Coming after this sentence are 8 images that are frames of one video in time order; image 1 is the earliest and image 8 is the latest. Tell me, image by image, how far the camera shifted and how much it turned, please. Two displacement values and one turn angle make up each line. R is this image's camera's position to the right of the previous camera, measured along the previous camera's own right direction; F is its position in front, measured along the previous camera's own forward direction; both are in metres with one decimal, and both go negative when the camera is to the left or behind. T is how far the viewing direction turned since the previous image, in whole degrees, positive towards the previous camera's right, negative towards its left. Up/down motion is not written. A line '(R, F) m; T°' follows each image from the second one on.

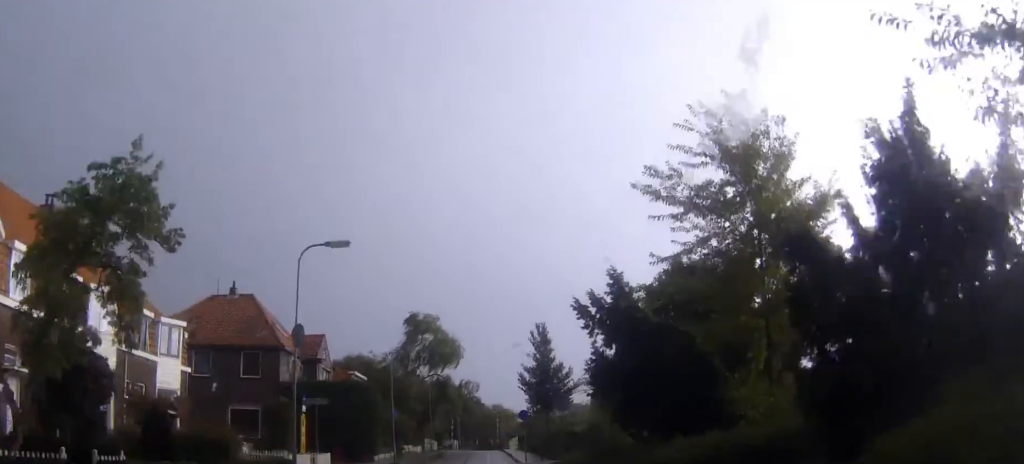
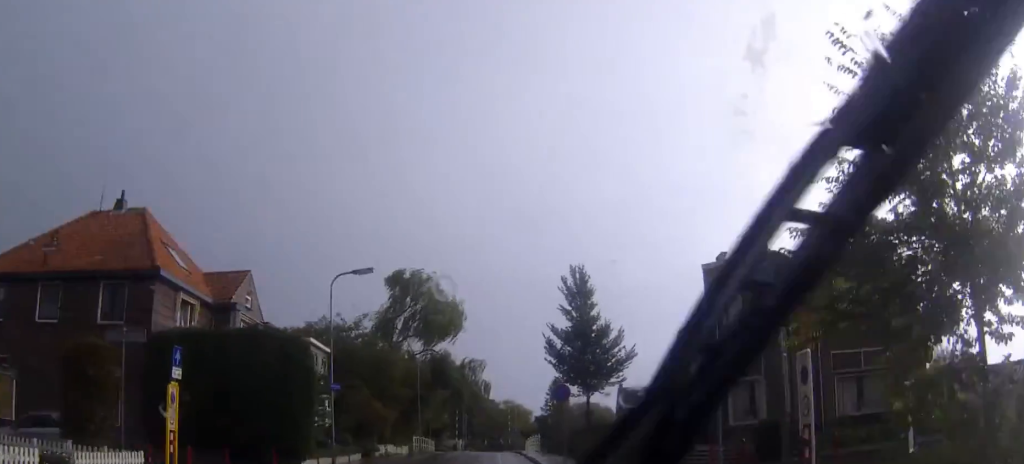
(-0.5, +17.0) m; -2°
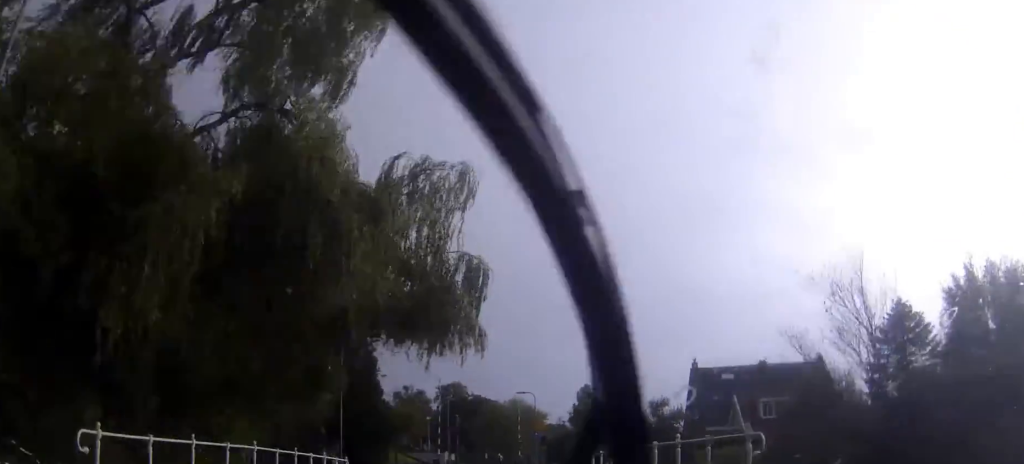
(-0.1, +38.1) m; 0°
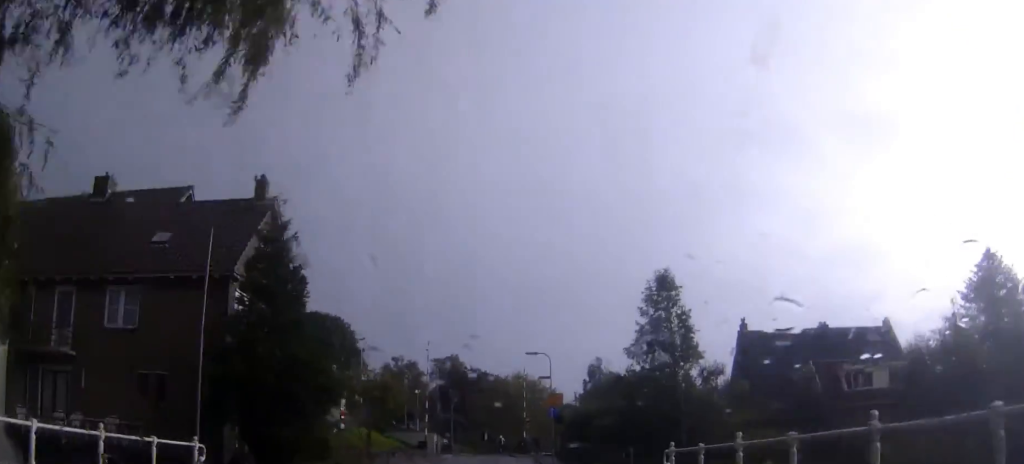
(+0.1, +14.2) m; 0°
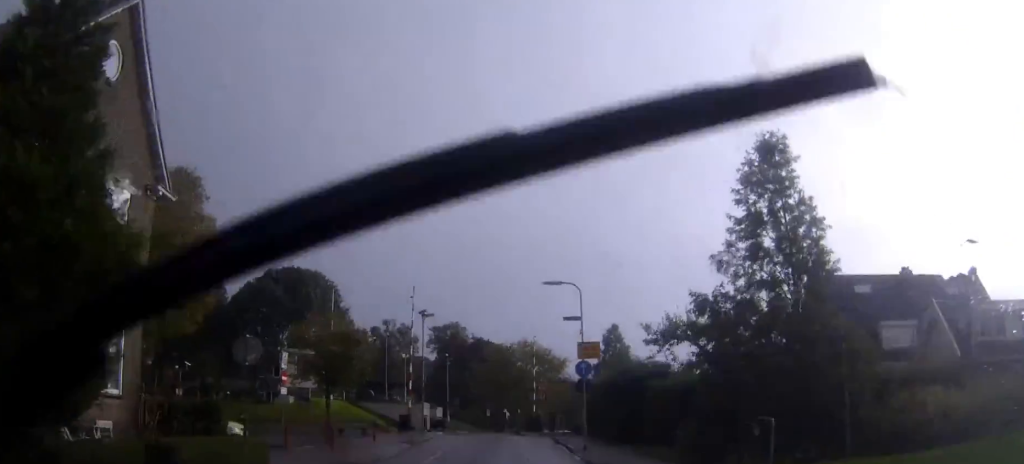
(0.0, +13.5) m; 0°
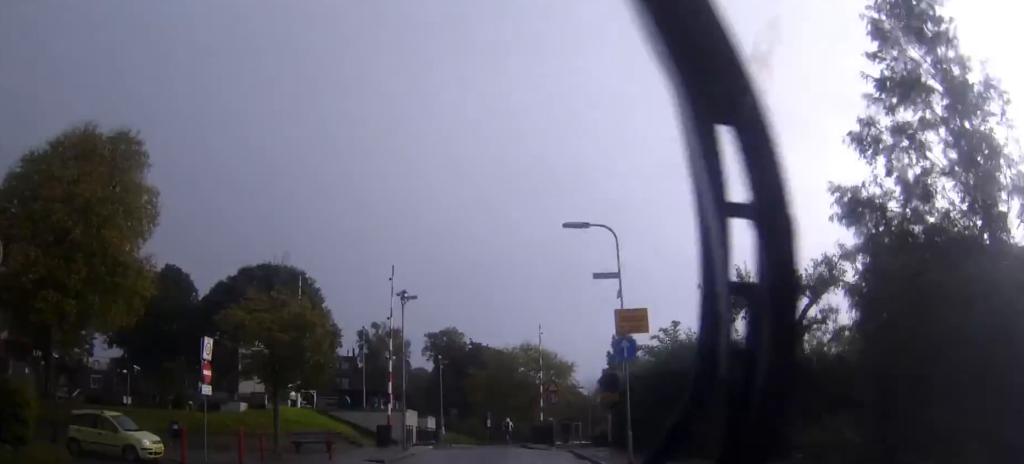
(0.0, +8.8) m; 0°
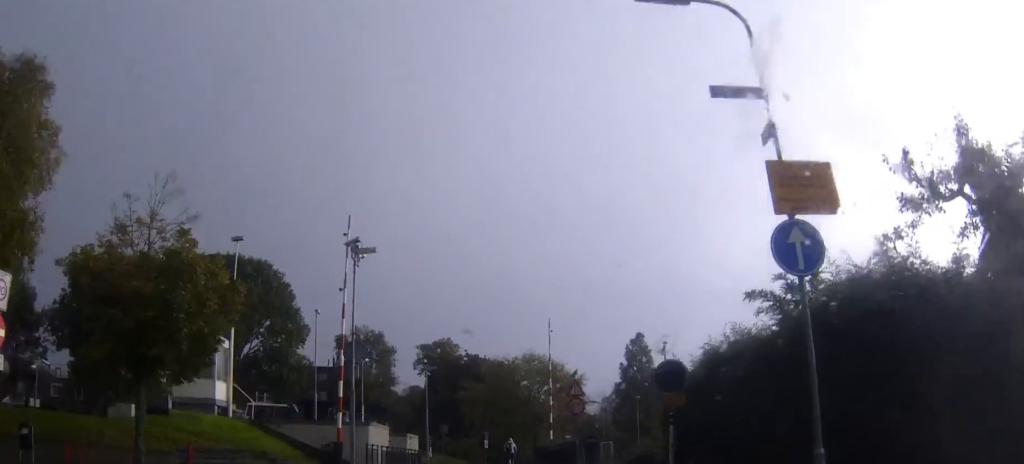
(0.0, +11.4) m; 0°
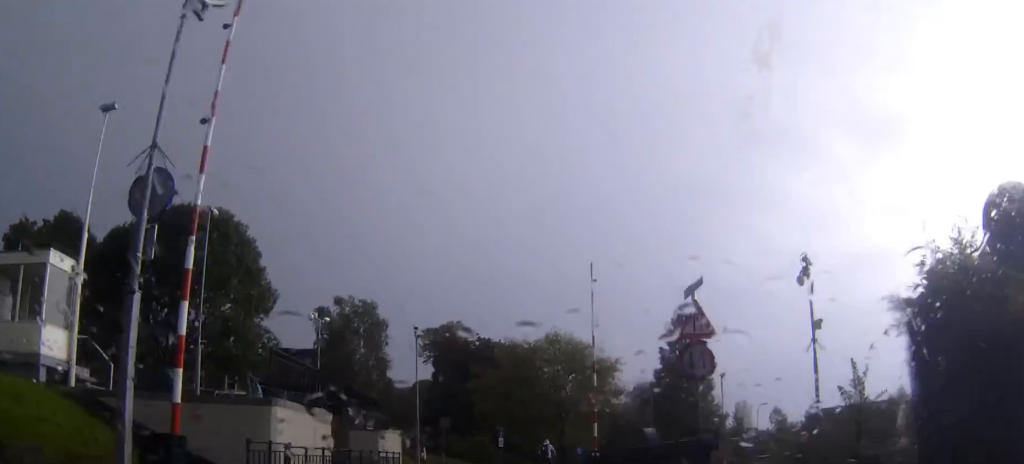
(-0.1, +14.6) m; -1°
